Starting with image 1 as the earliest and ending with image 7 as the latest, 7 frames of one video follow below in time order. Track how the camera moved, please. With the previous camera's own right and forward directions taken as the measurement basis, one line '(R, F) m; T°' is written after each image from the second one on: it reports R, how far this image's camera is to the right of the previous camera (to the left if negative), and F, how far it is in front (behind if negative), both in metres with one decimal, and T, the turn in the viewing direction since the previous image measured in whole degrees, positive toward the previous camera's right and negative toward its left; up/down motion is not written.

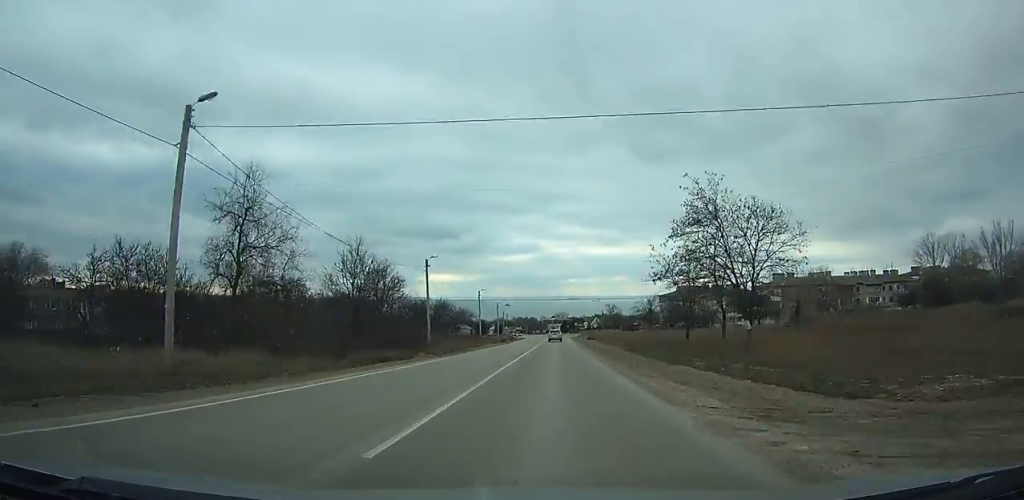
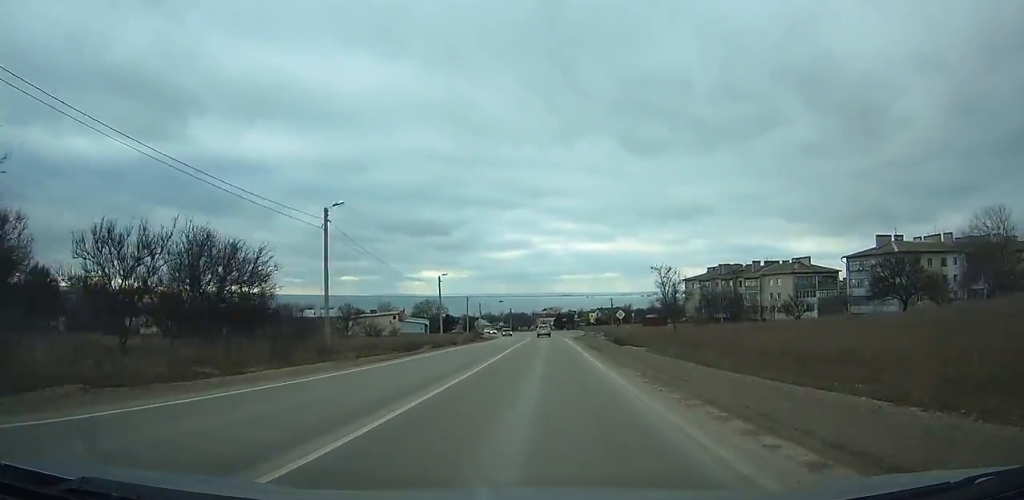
(-0.1, +55.1) m; 0°
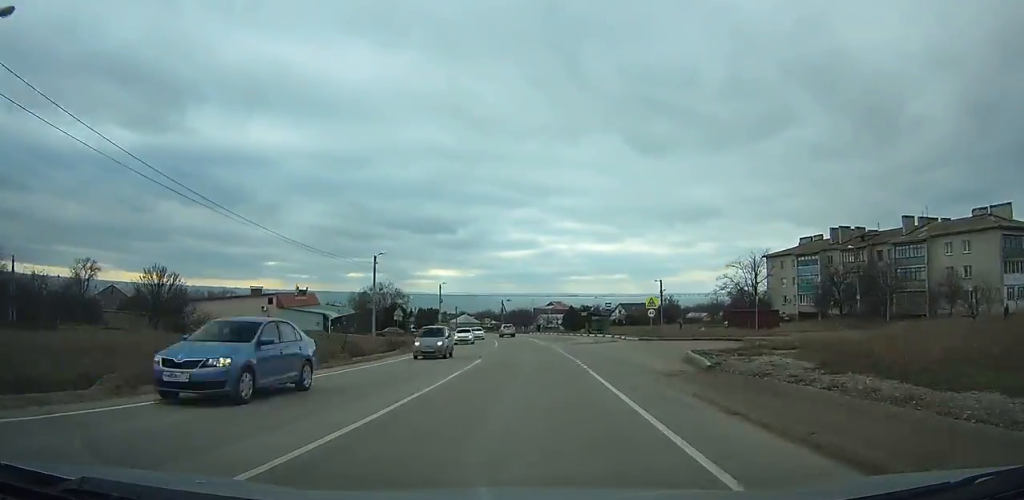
(-0.6, +60.4) m; -3°
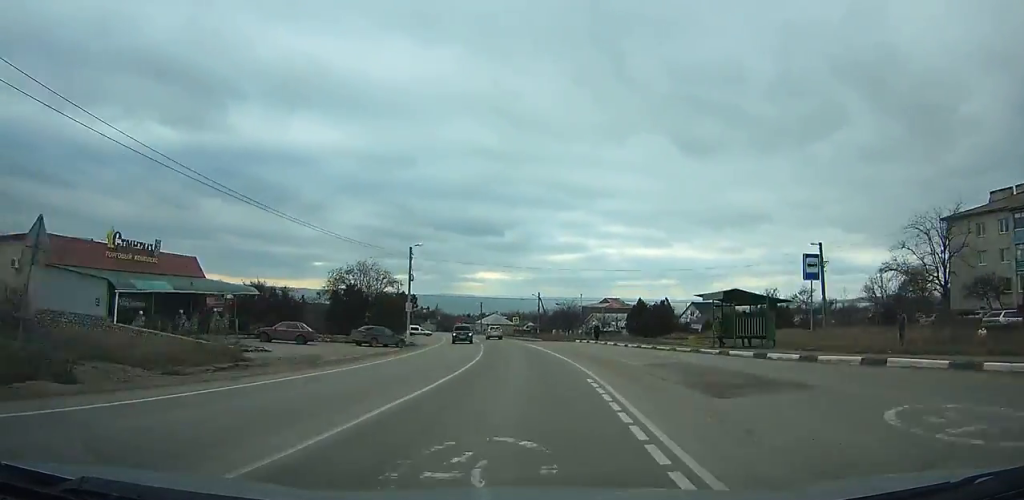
(-1.4, +41.6) m; -5°
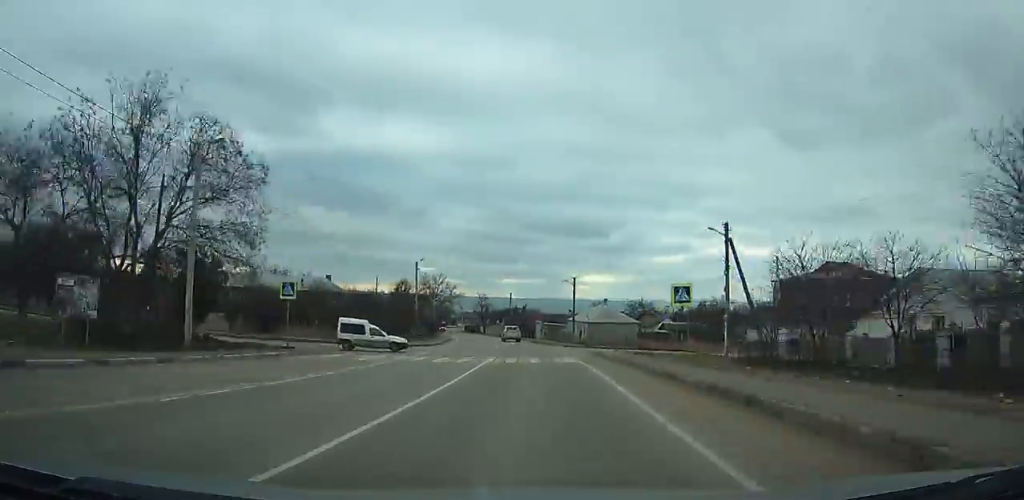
(-6.2, +68.8) m; -10°
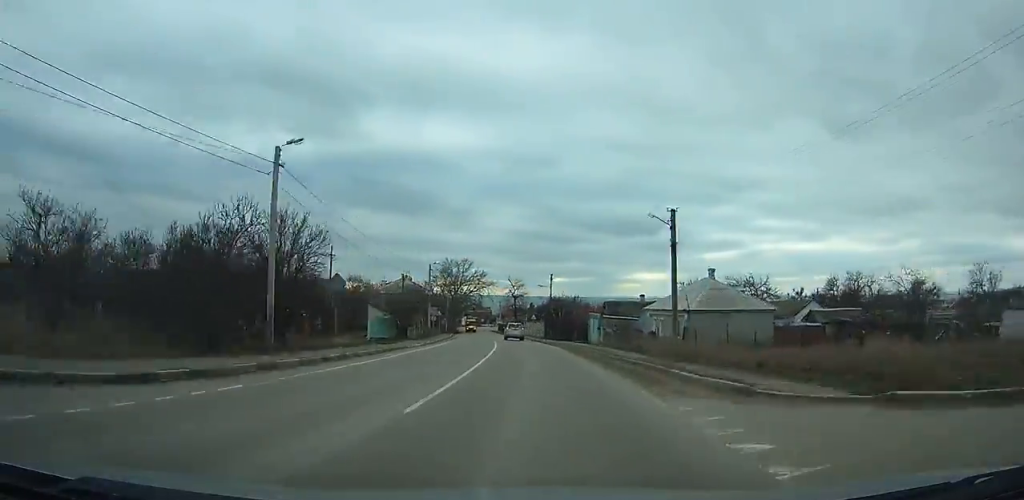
(-1.4, +34.8) m; -5°
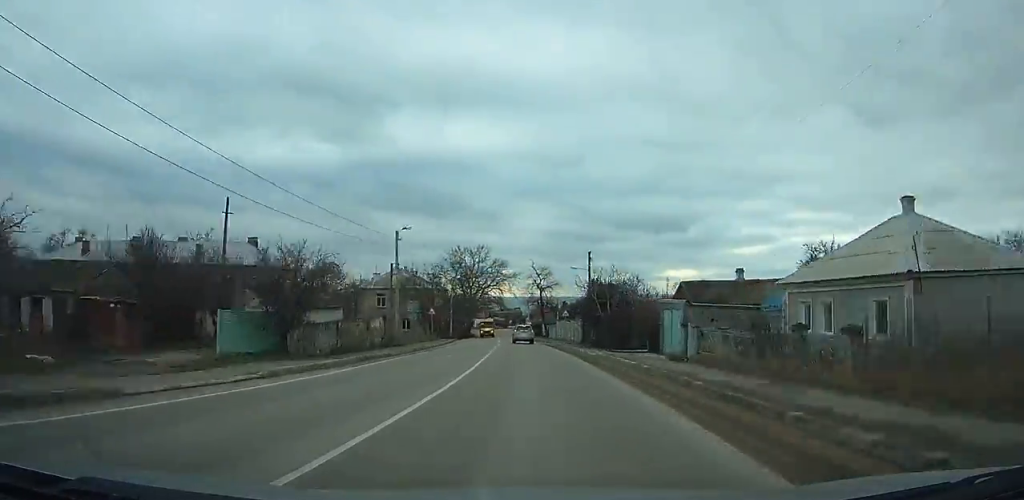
(-0.4, +23.9) m; -3°
